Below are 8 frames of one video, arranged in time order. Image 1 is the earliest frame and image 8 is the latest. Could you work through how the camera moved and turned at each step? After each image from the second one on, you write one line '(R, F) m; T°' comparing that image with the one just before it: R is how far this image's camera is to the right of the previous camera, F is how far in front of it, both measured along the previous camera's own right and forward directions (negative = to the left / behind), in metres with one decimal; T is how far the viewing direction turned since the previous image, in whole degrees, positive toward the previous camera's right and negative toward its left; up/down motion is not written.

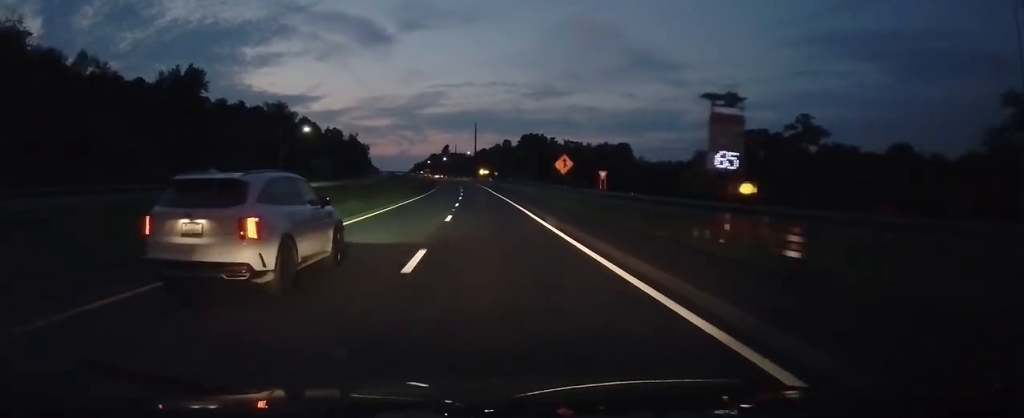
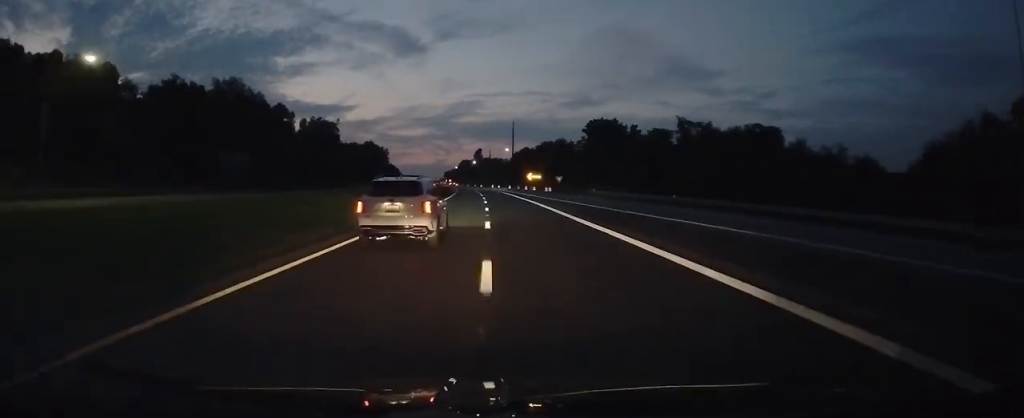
(-1.5, +77.8) m; -3°
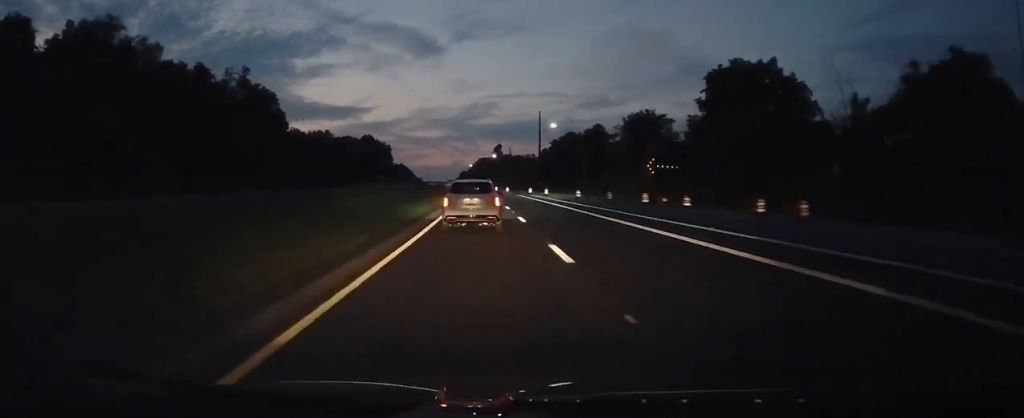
(-1.7, +71.4) m; -2°
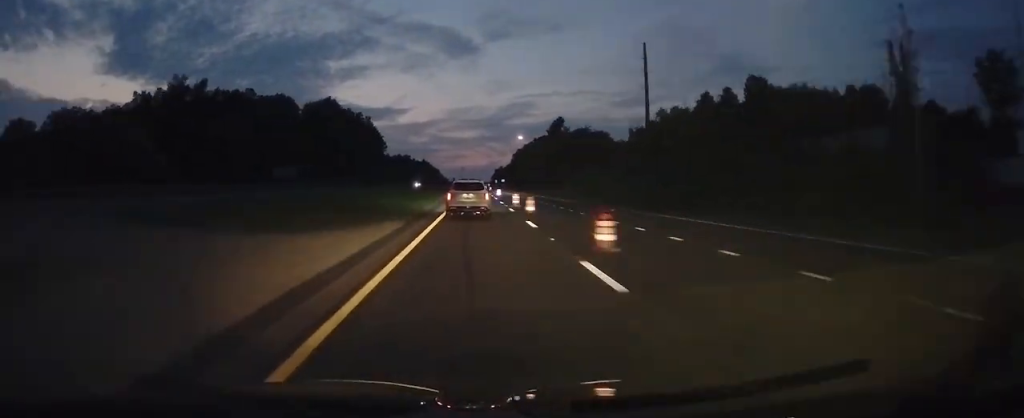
(-5.6, +161.6) m; -3°
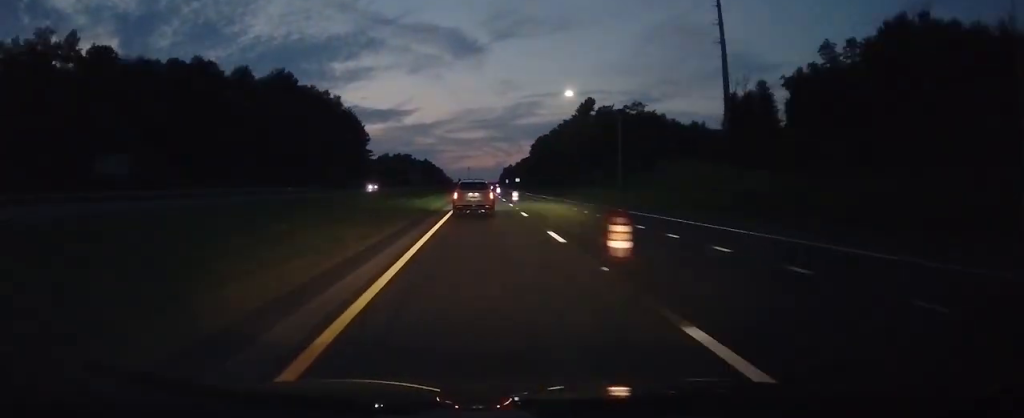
(-0.7, +54.3) m; 0°
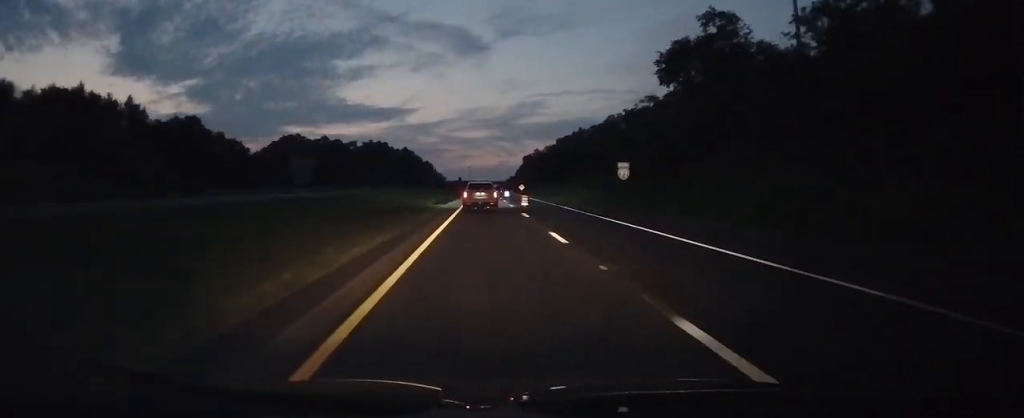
(+1.3, +194.3) m; +1°
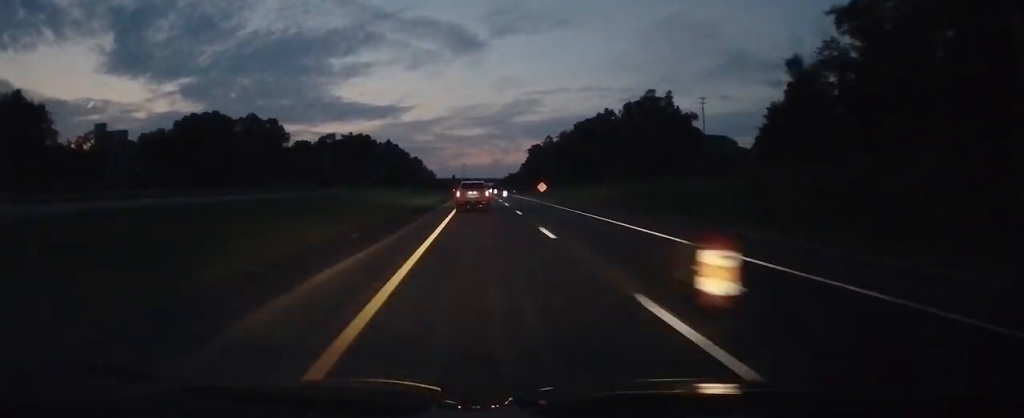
(+0.3, +59.1) m; 0°
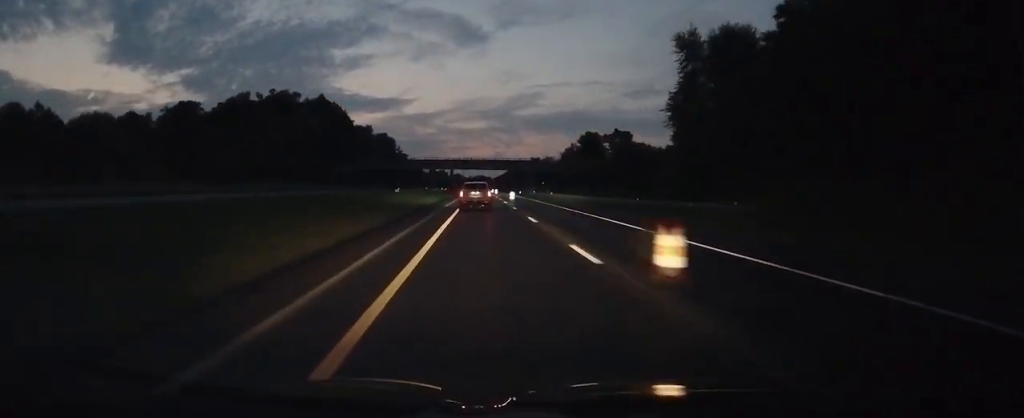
(-2.4, +175.1) m; -1°
